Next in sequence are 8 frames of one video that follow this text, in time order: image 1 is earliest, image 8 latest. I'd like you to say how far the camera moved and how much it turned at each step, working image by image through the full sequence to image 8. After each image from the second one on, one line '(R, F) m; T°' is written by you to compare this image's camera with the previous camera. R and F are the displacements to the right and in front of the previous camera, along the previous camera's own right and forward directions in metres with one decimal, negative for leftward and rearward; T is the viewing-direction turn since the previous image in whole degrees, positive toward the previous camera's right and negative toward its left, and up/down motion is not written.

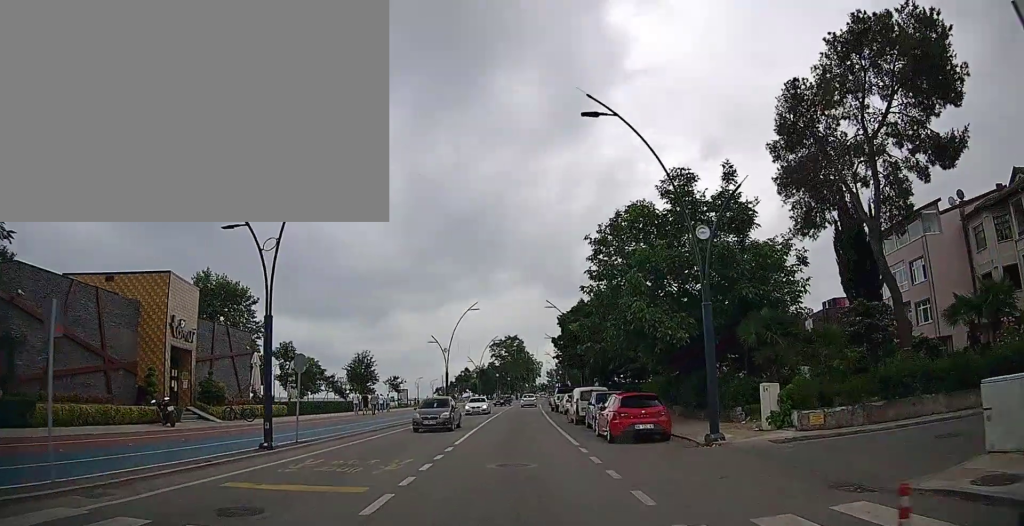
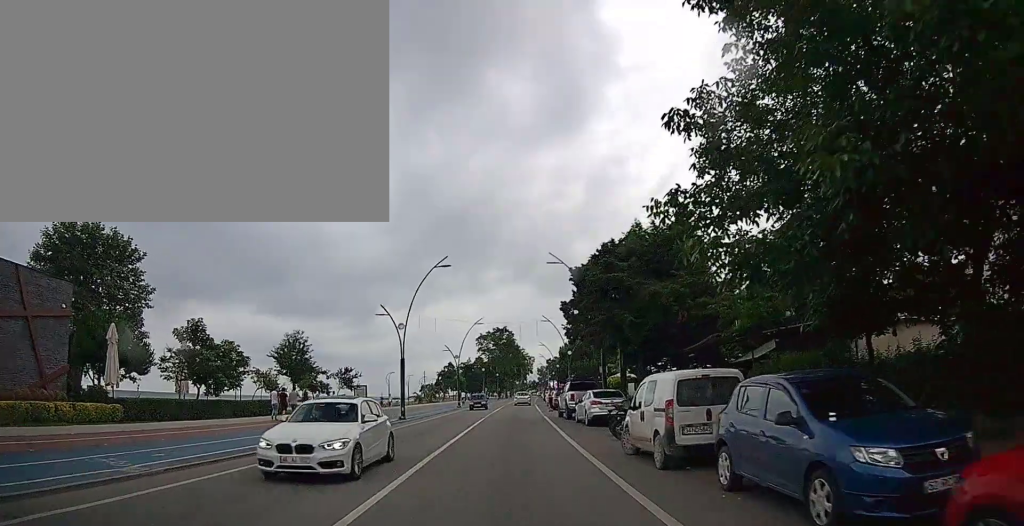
(0.0, +16.3) m; +1°
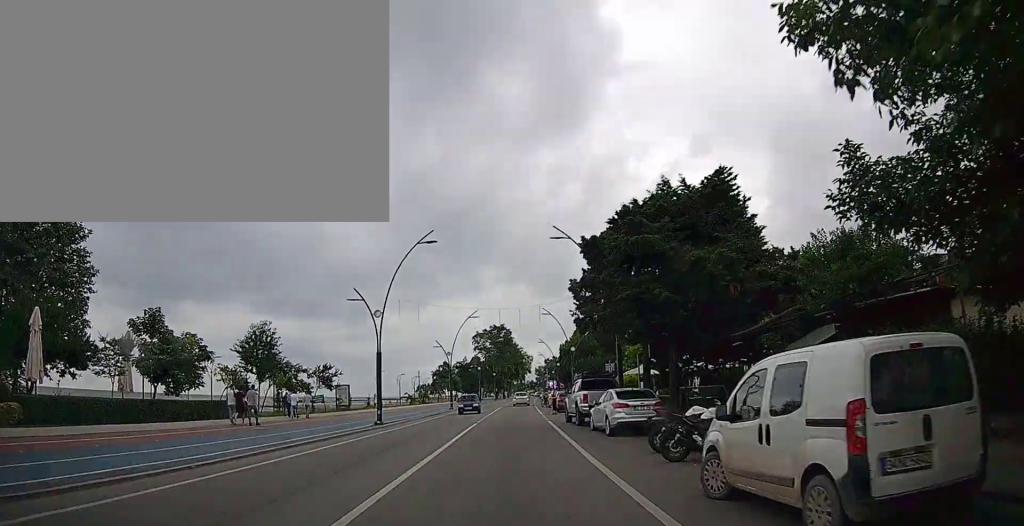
(0.0, +5.5) m; +1°
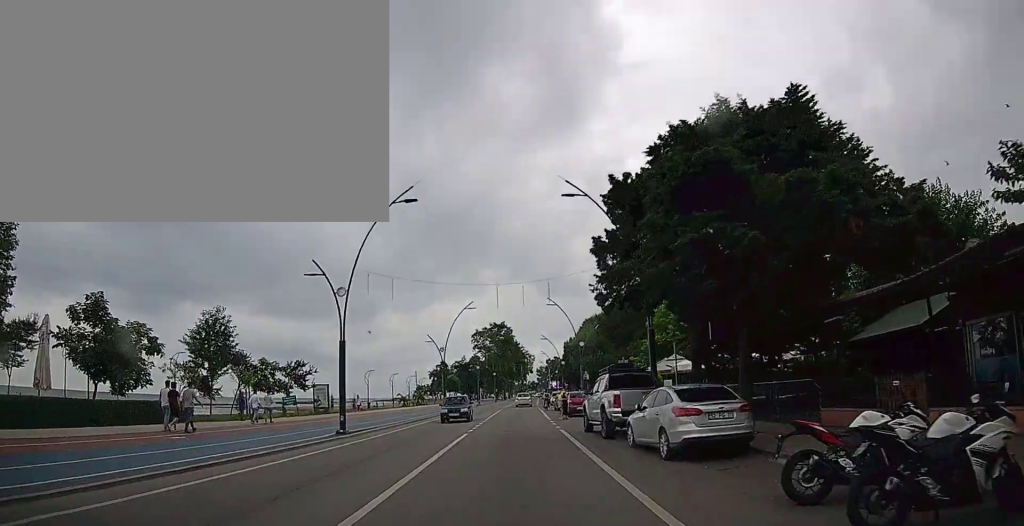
(+0.1, +6.4) m; 0°
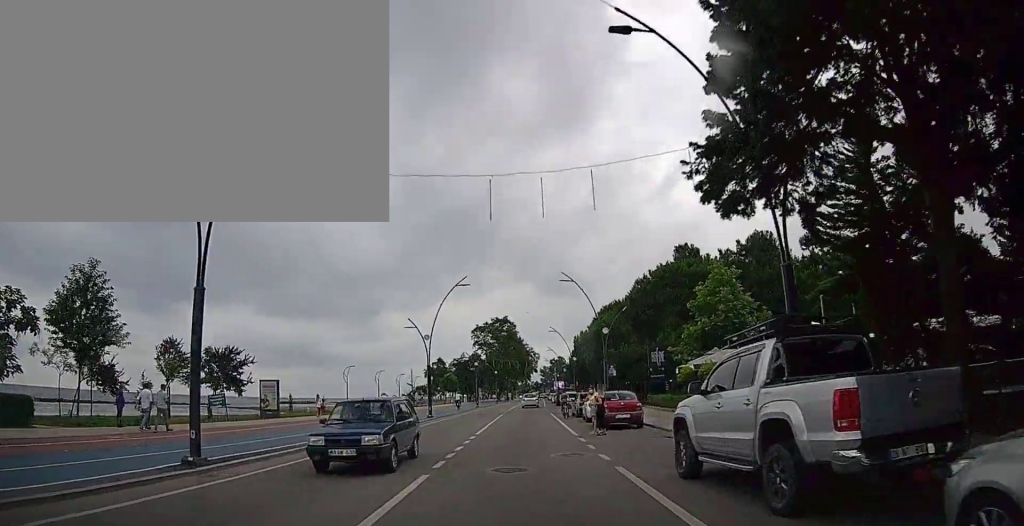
(-0.1, +11.0) m; -1°
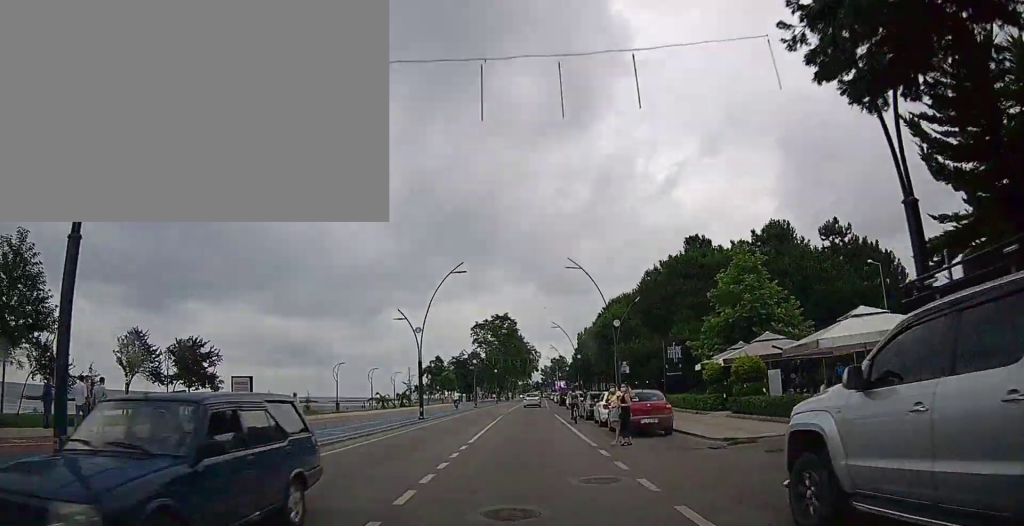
(0.0, +4.0) m; 0°
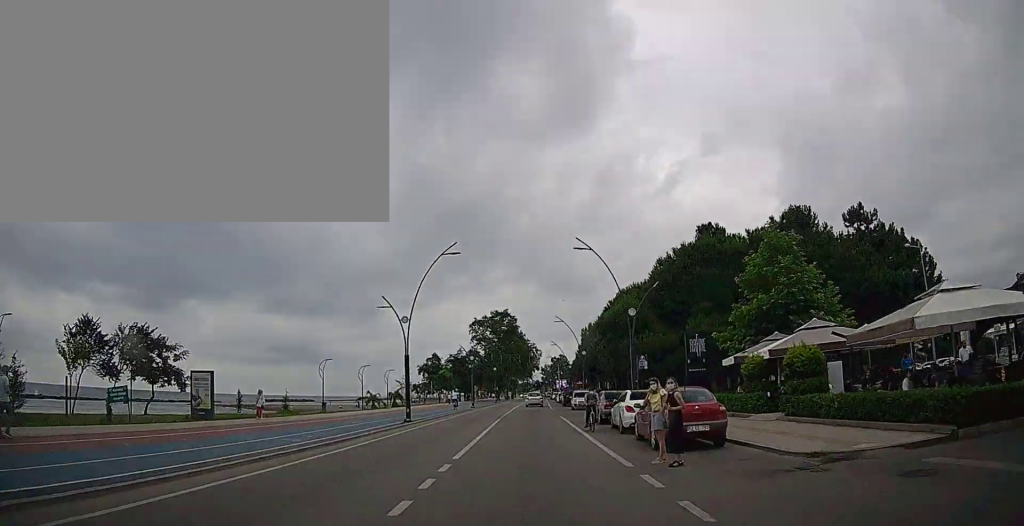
(0.0, +4.2) m; +1°
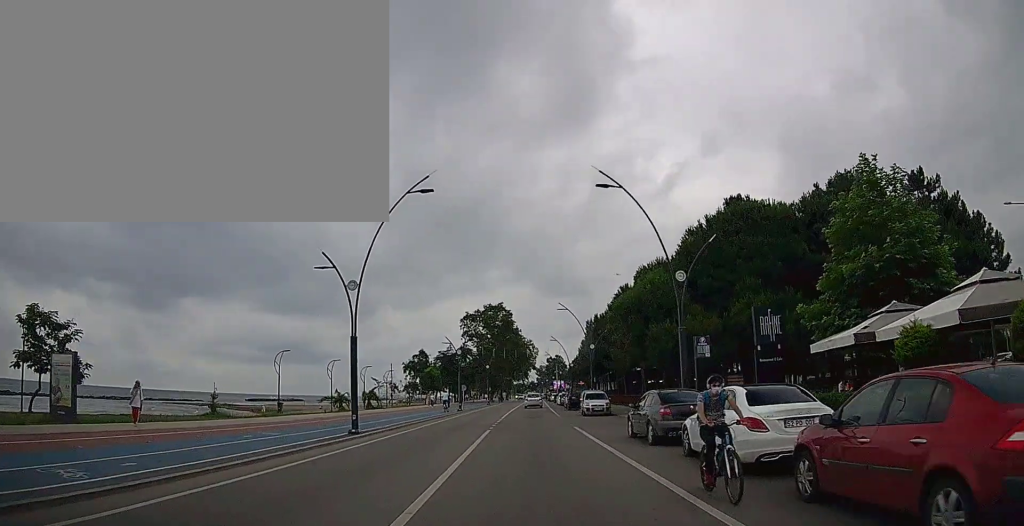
(+0.2, +10.1) m; +2°
